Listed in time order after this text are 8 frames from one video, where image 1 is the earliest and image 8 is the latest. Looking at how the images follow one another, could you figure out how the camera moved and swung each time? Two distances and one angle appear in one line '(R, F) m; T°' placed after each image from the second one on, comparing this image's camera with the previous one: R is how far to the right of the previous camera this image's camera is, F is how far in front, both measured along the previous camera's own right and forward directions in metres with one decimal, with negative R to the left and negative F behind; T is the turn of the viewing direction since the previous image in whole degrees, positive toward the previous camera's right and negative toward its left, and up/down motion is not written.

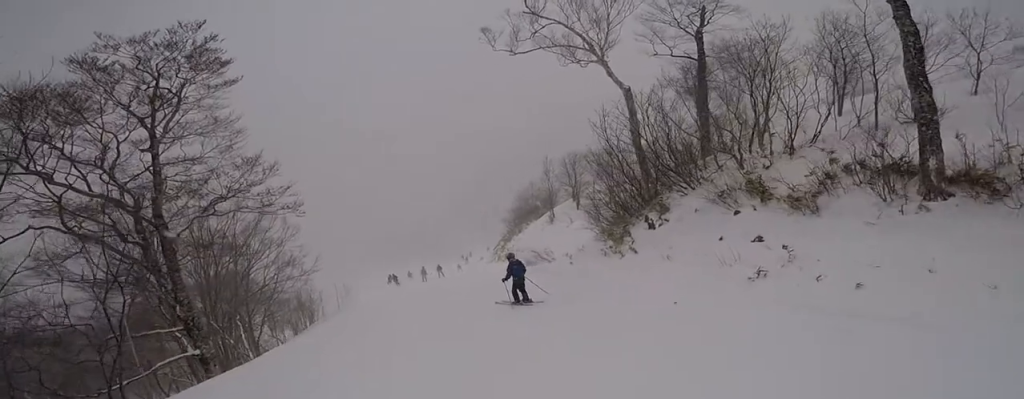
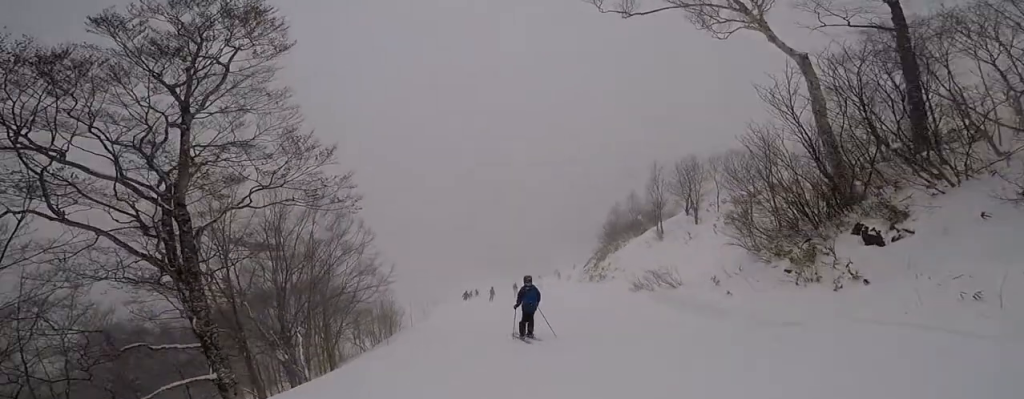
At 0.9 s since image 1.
(-0.5, +4.4) m; 0°
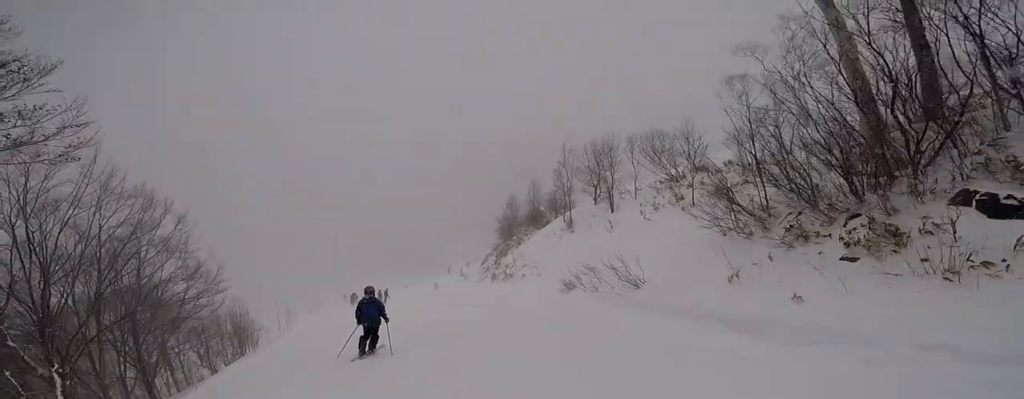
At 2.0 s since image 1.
(+0.6, +5.3) m; +17°
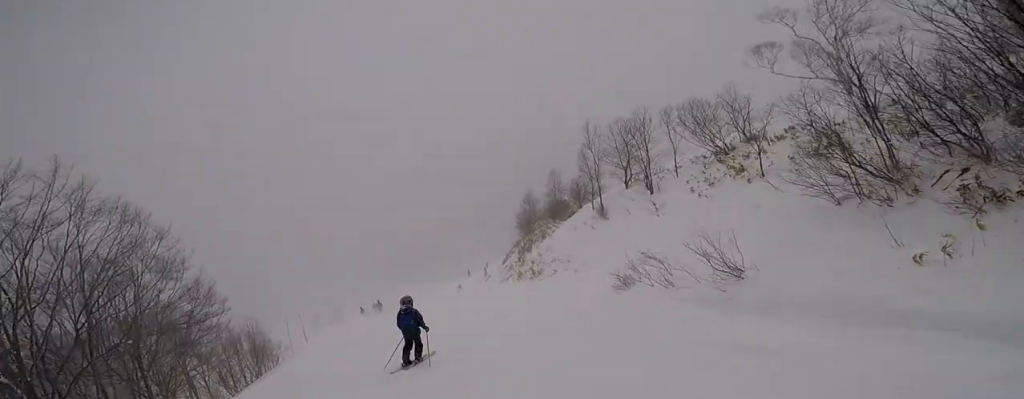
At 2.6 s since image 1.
(+0.4, +2.9) m; +2°
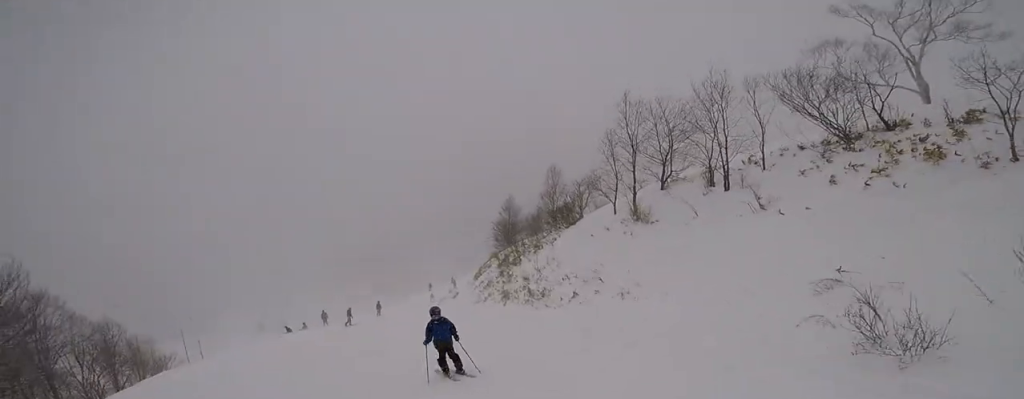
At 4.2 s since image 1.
(-0.5, +8.2) m; -17°
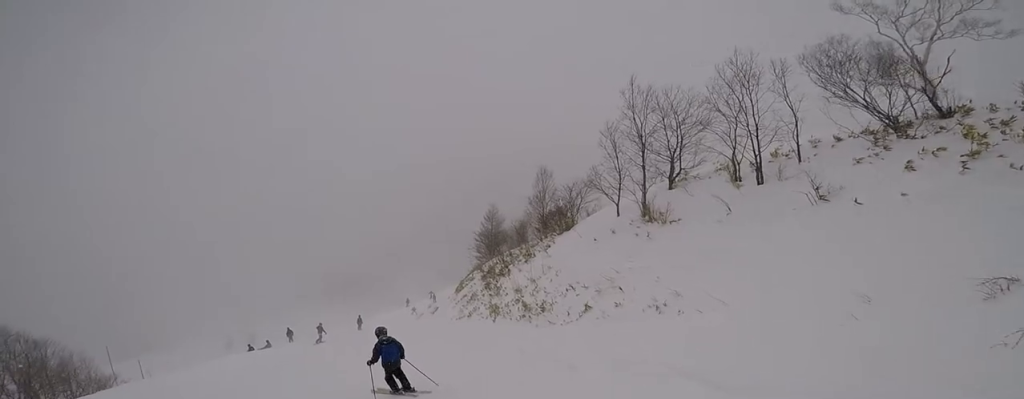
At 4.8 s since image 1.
(-0.6, +3.0) m; +5°
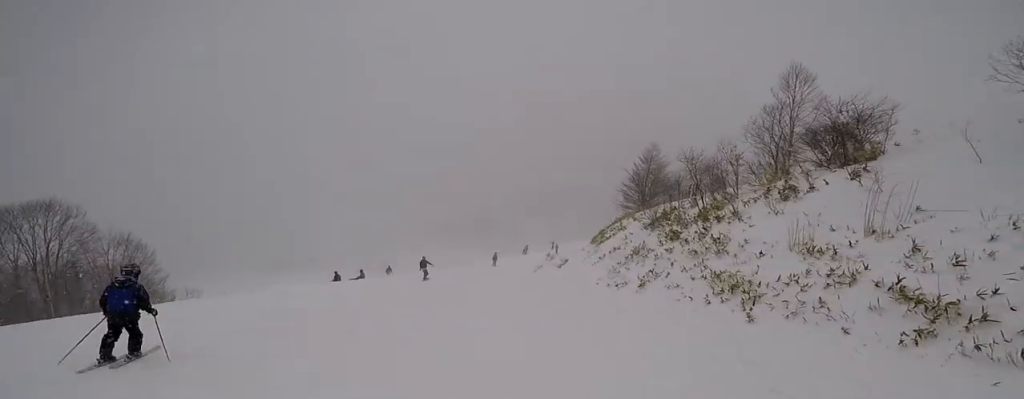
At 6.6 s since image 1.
(+1.7, +9.9) m; +4°
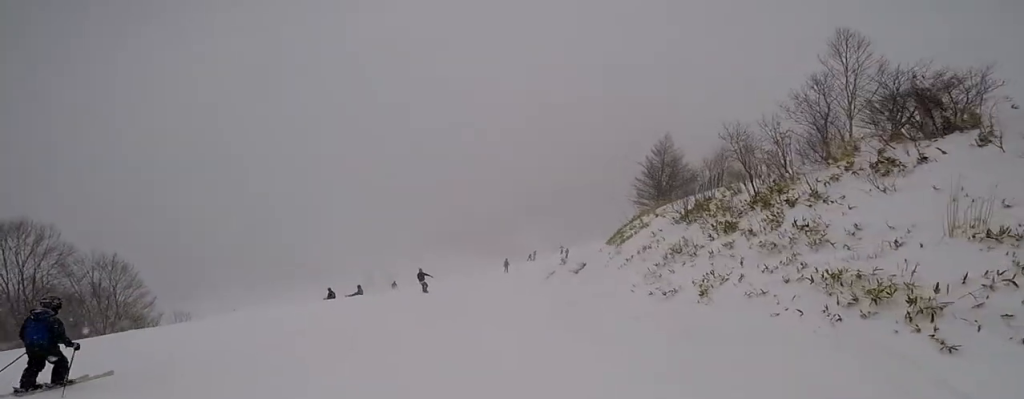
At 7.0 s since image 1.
(0.0, +2.6) m; -7°
